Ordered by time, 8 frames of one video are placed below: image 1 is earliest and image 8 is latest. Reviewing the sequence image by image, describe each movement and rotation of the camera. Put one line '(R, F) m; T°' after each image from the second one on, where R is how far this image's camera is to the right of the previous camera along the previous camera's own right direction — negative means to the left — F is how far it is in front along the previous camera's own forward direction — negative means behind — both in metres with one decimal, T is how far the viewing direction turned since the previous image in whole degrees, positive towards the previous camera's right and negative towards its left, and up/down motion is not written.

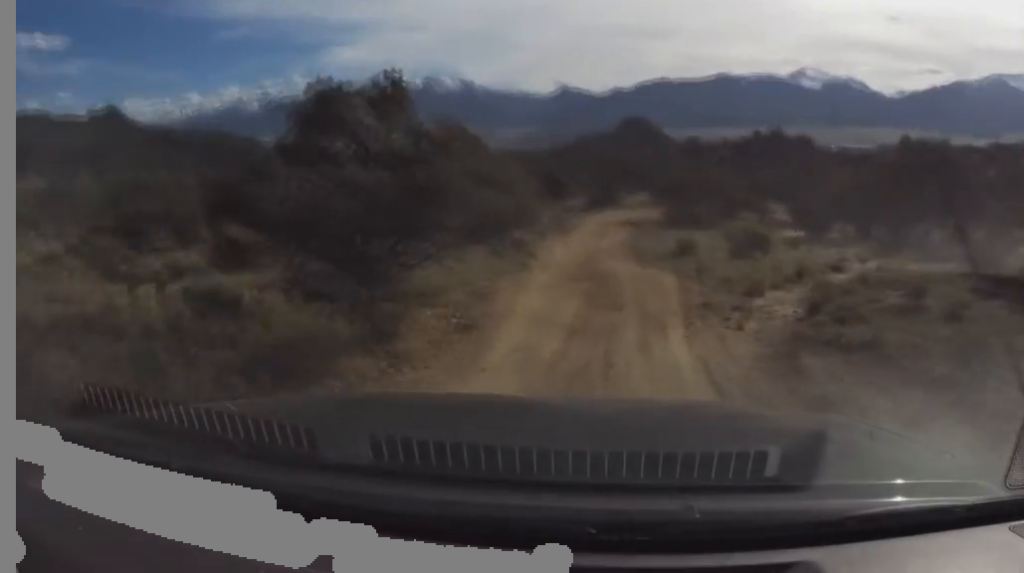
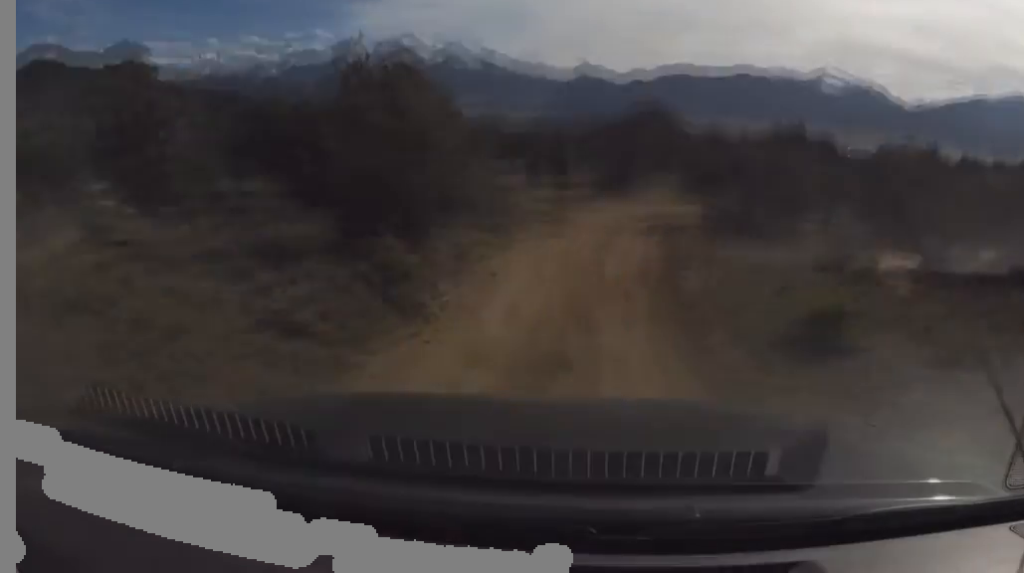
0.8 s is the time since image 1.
(0.0, +14.1) m; +12°
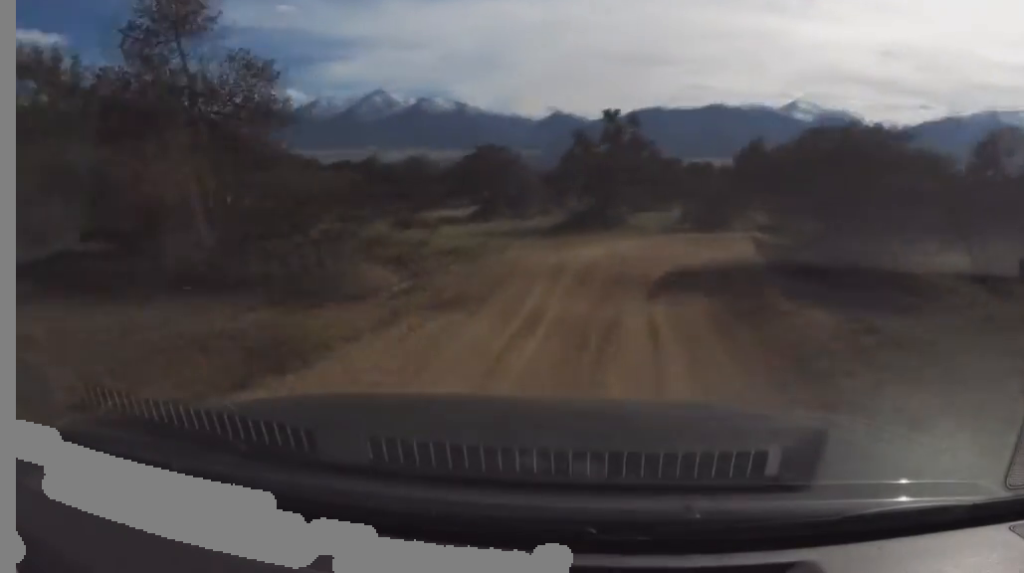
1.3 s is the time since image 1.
(-1.9, +9.1) m; +13°
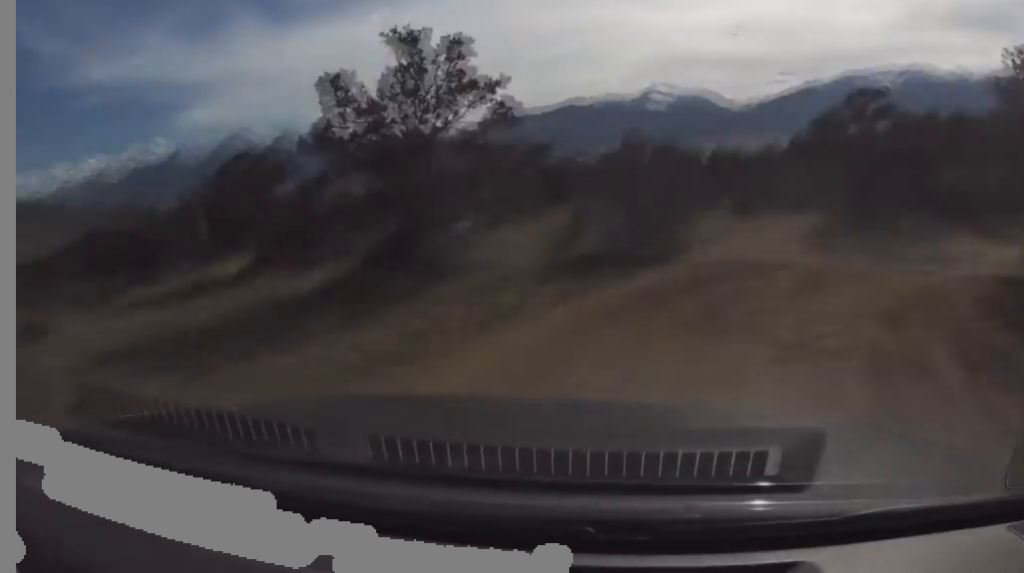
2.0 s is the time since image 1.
(+5.8, +11.8) m; +31°
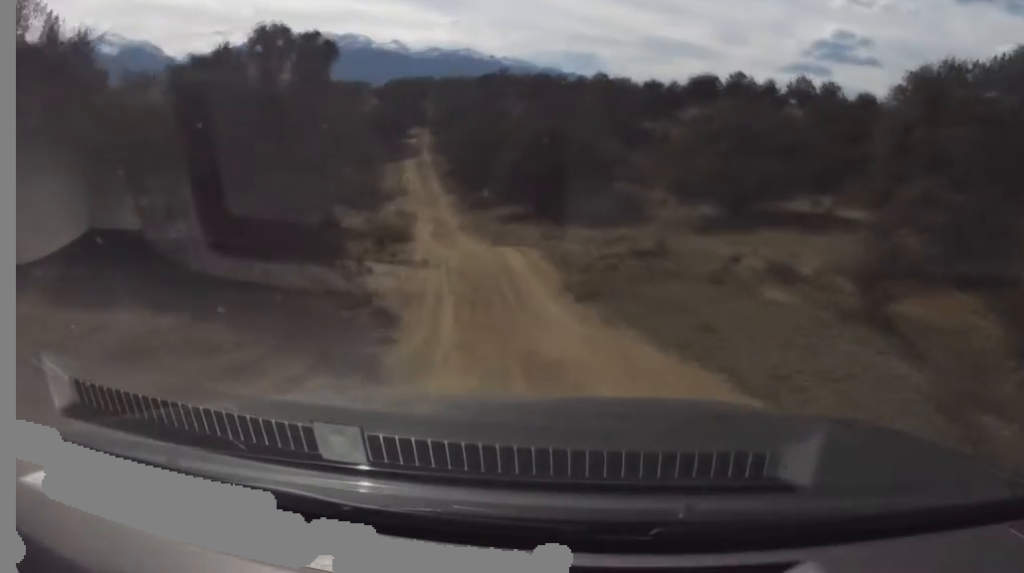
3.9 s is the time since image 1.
(+4.6, +30.5) m; 0°
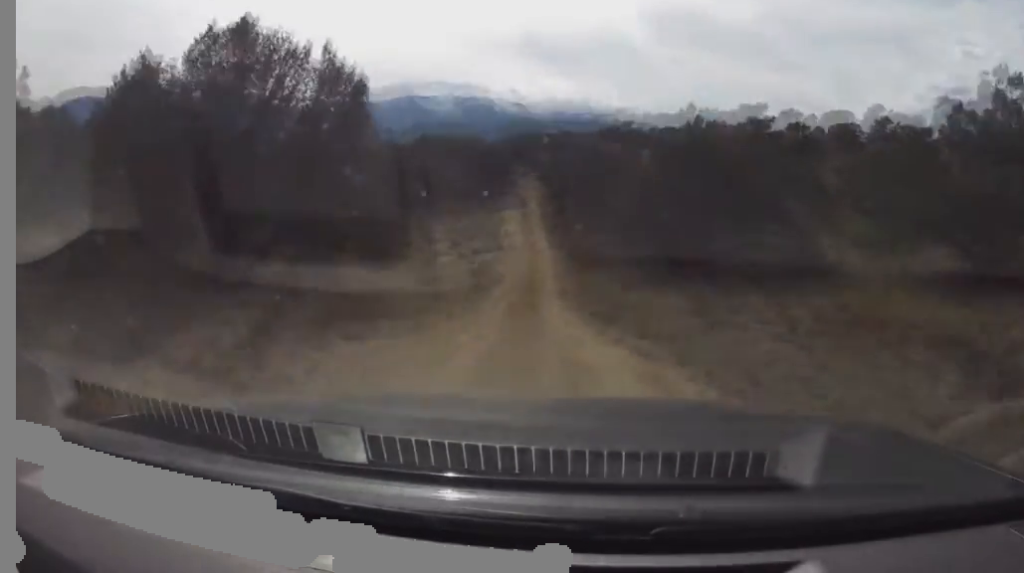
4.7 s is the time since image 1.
(-0.9, +13.8) m; -2°
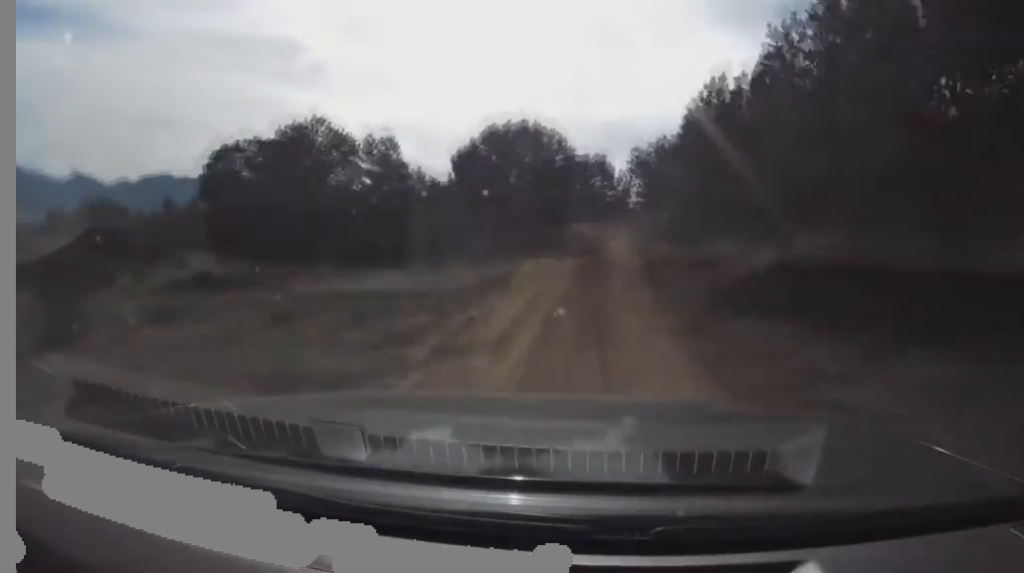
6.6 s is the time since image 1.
(+1.0, +34.4) m; +2°
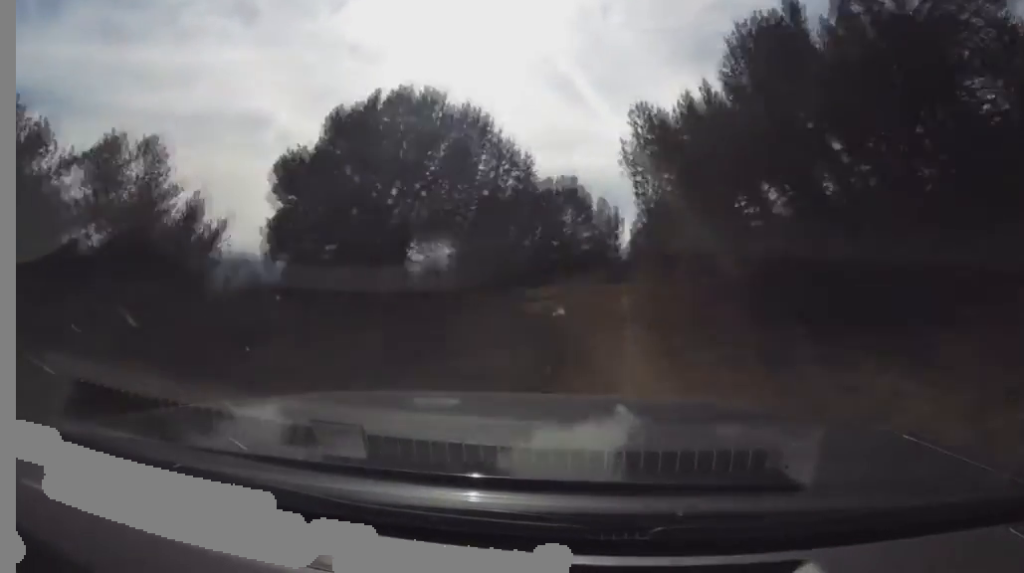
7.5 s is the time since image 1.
(-0.2, +12.1) m; +5°
